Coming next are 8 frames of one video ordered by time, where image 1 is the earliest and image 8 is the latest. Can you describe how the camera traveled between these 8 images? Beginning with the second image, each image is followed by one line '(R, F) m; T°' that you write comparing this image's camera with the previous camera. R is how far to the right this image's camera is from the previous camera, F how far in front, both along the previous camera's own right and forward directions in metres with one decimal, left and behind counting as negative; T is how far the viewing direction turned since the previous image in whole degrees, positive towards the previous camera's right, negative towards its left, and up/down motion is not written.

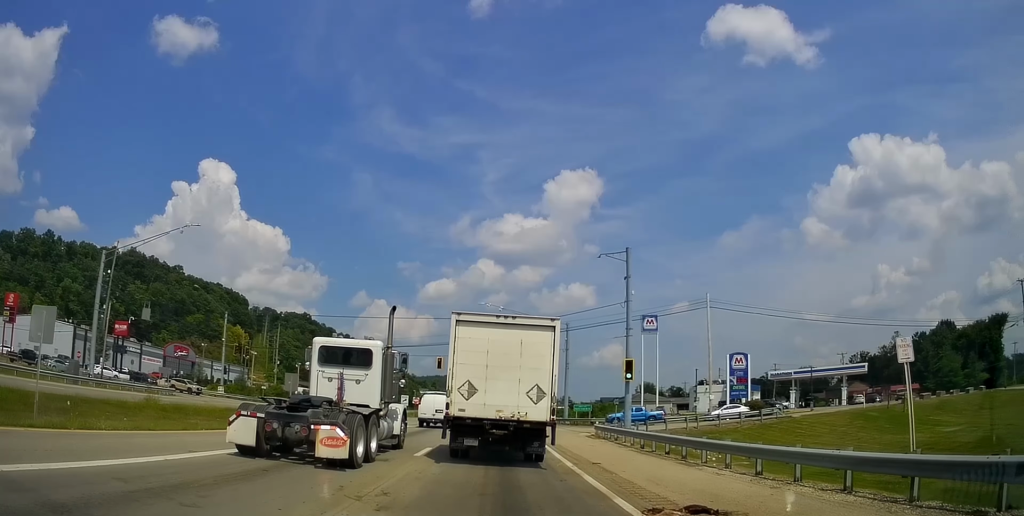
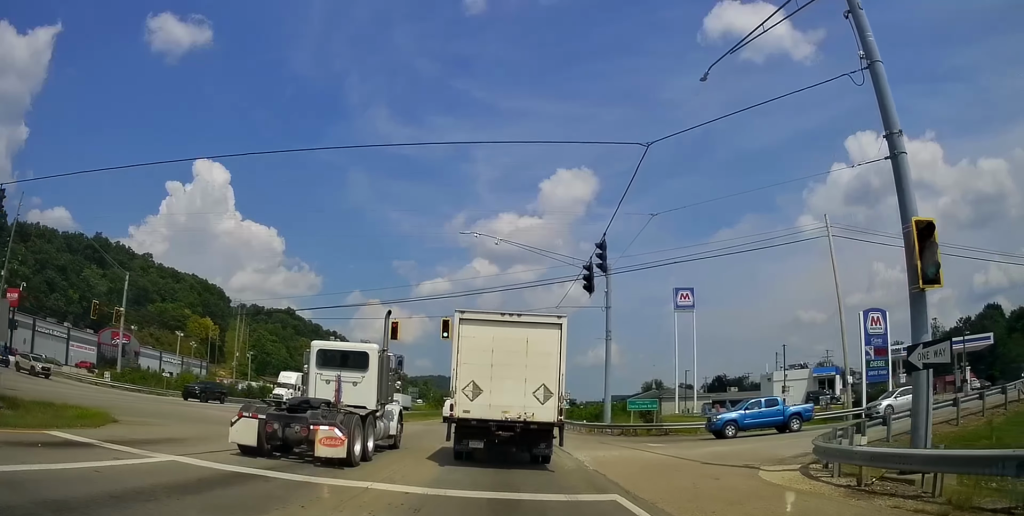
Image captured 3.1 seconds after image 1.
(+0.6, +26.6) m; 0°
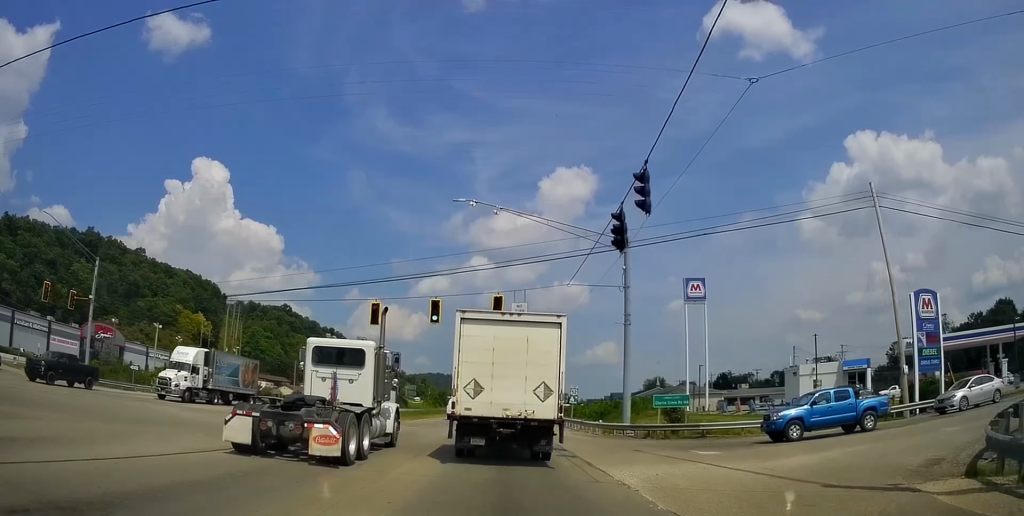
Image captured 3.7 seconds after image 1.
(-0.1, +6.3) m; +3°
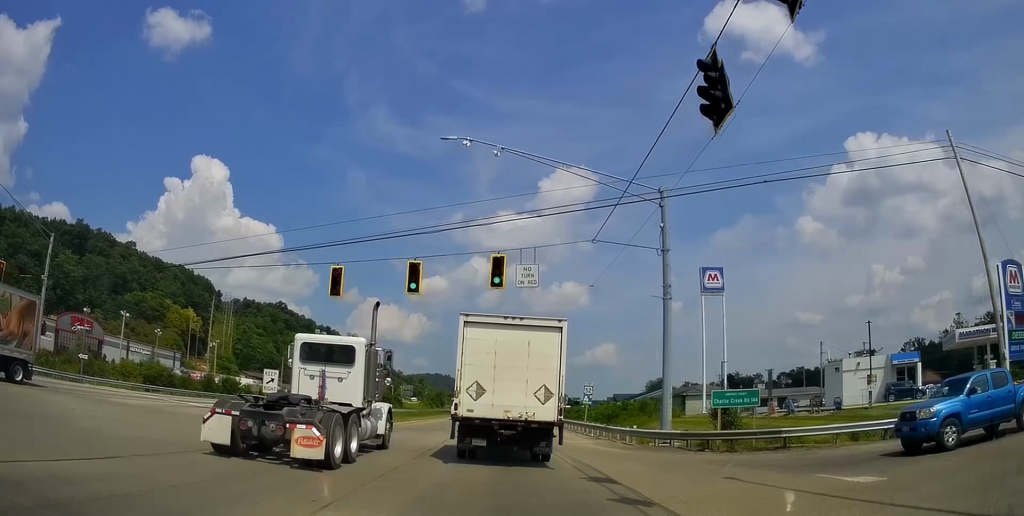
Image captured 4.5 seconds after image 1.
(+0.5, +8.4) m; +1°
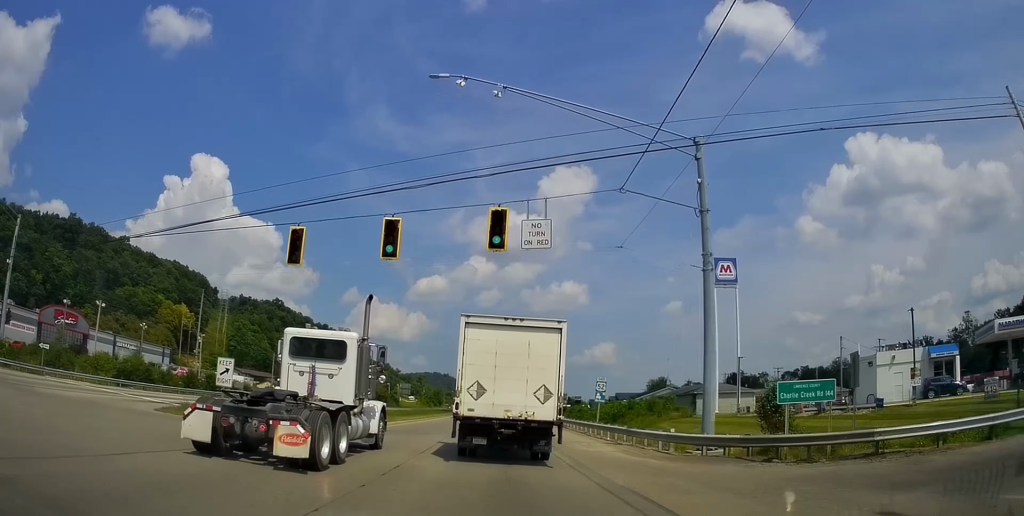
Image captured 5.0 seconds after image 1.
(+0.1, +5.3) m; 0°
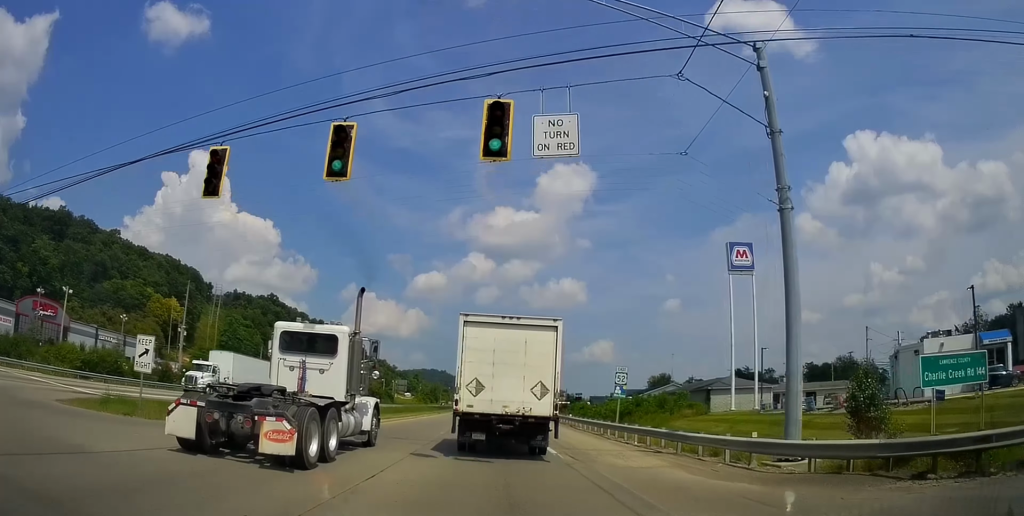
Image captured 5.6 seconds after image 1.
(-0.2, +6.5) m; -1°
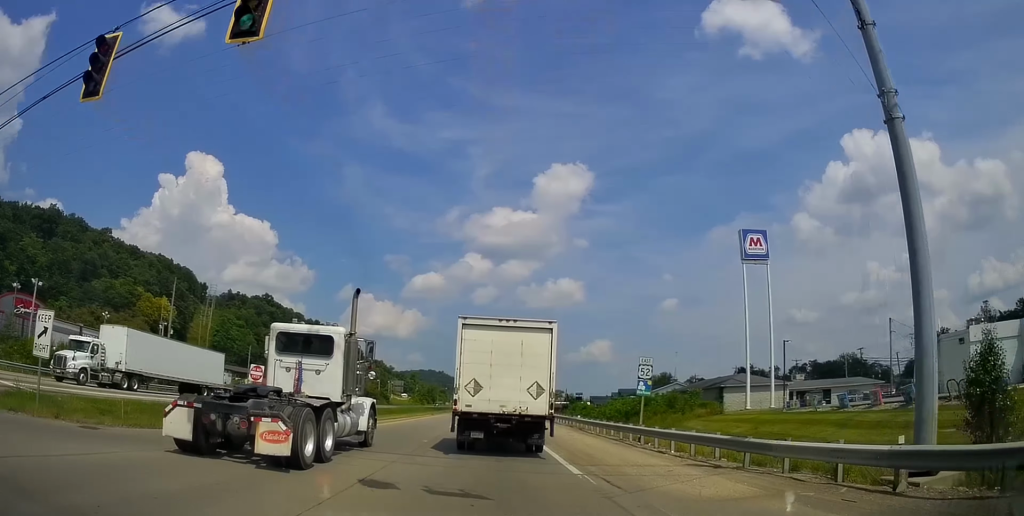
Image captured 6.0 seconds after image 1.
(0.0, +5.4) m; 0°
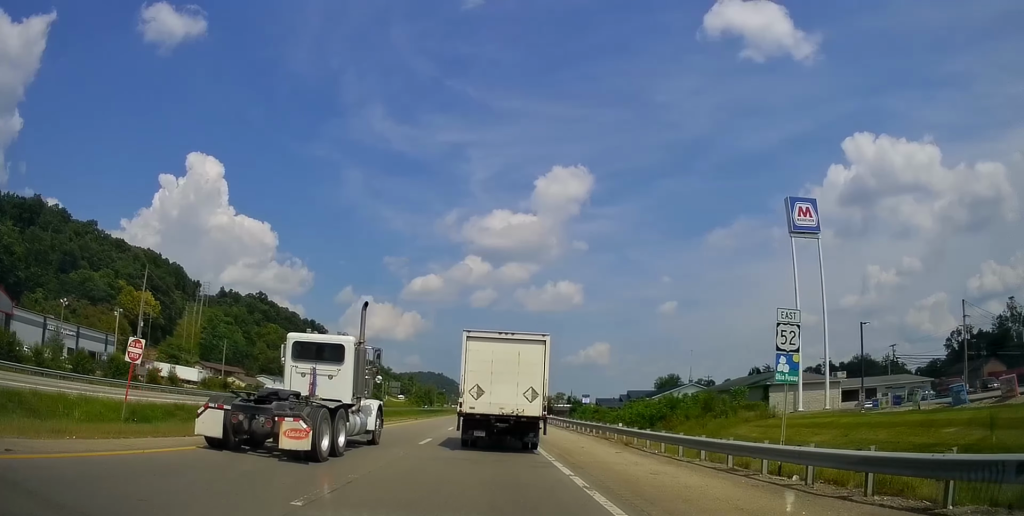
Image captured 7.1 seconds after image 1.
(+0.1, +12.6) m; +1°
